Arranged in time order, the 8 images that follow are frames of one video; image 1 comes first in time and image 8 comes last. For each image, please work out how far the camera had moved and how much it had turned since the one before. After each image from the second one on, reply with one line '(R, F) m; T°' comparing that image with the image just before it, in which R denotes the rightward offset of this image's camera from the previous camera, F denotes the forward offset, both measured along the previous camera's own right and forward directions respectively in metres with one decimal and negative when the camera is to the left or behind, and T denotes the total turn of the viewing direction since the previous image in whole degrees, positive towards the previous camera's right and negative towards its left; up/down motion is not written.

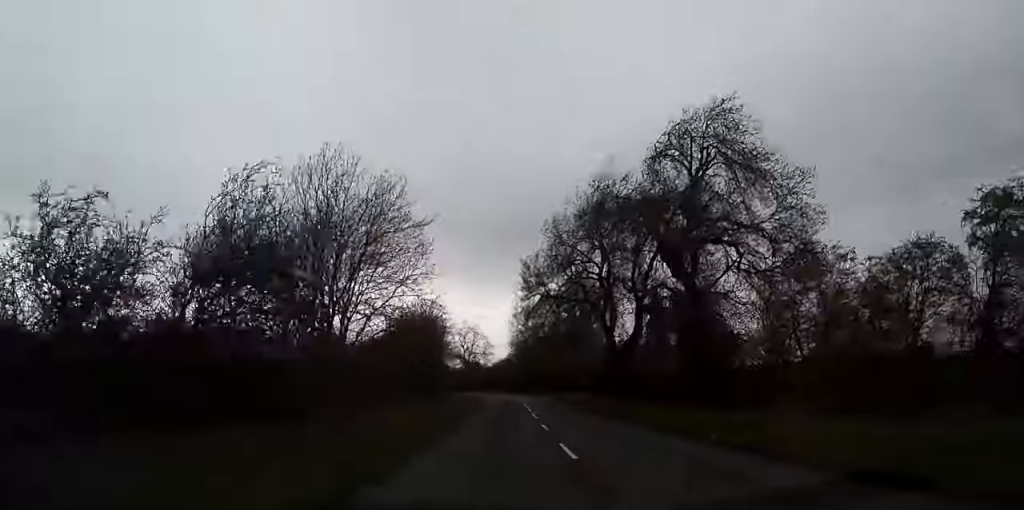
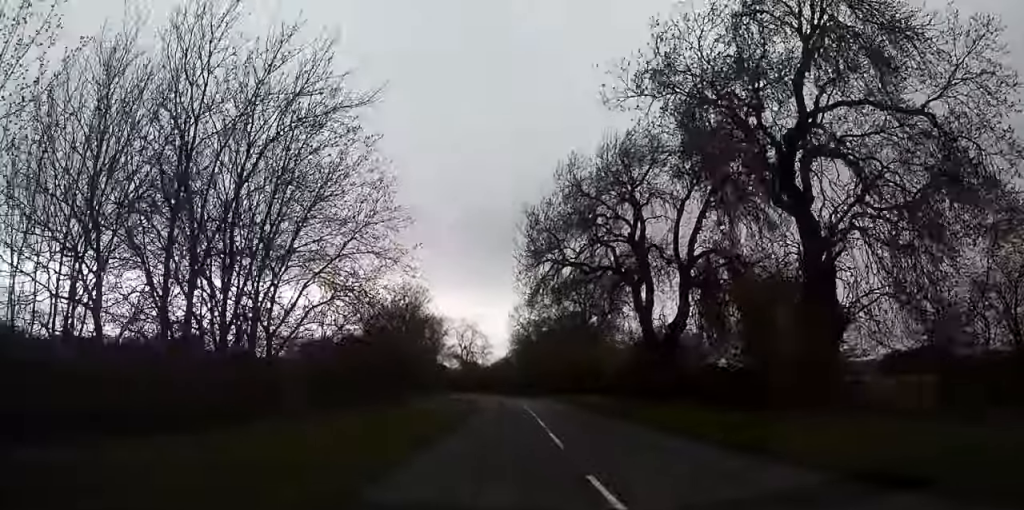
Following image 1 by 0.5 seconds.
(0.0, +14.5) m; 0°
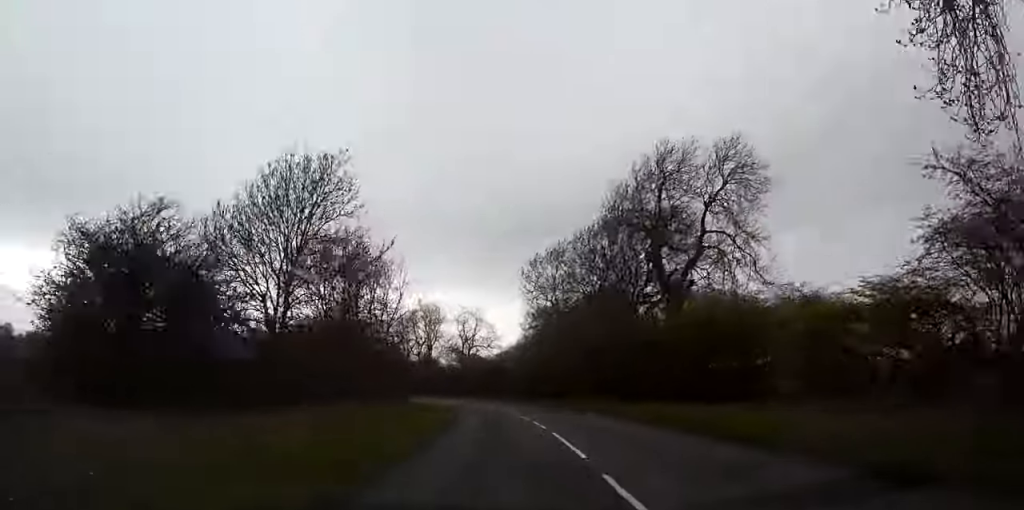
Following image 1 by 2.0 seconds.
(0.0, +39.1) m; -1°
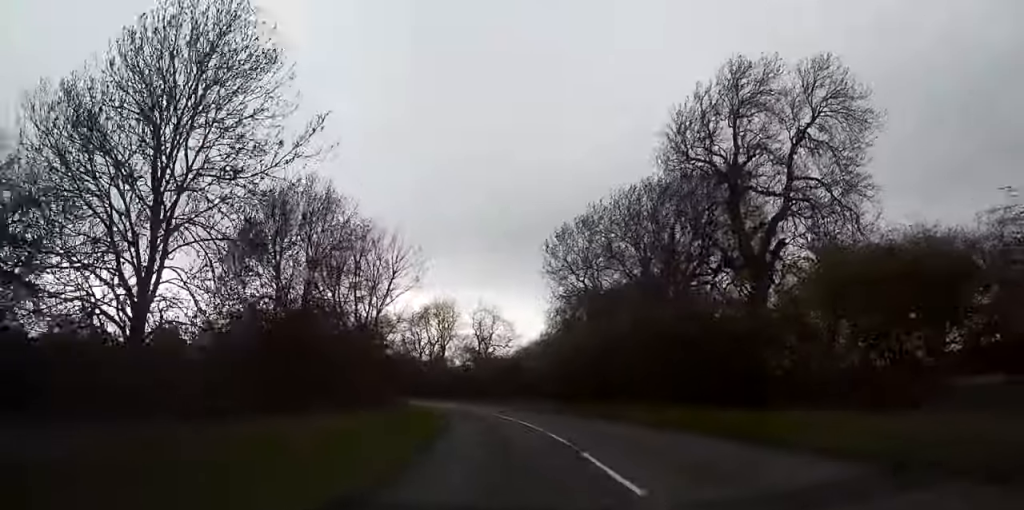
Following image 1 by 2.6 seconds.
(-0.1, +13.6) m; -1°
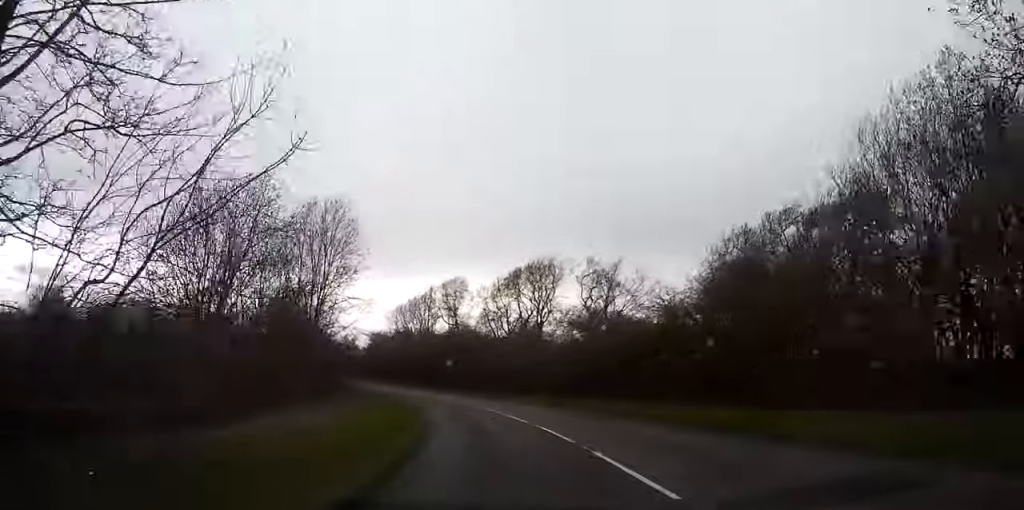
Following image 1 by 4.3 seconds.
(-2.4, +45.2) m; -8°
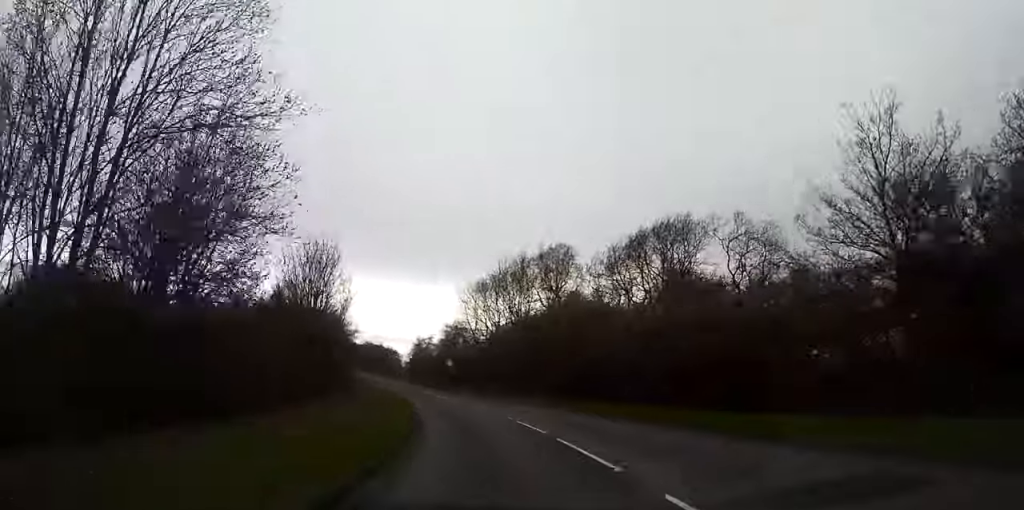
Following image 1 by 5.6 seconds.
(-2.4, +32.4) m; -8°
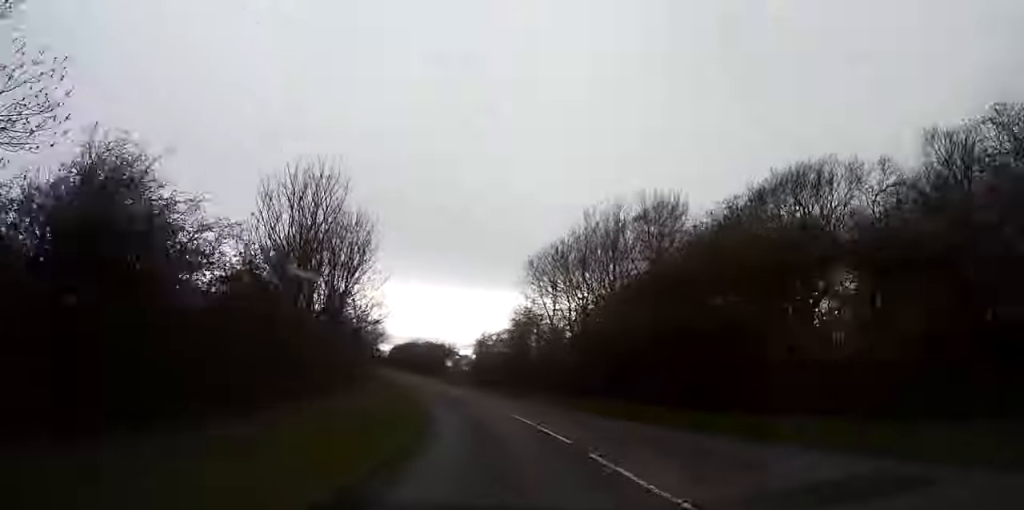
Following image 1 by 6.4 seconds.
(-1.0, +21.5) m; -7°
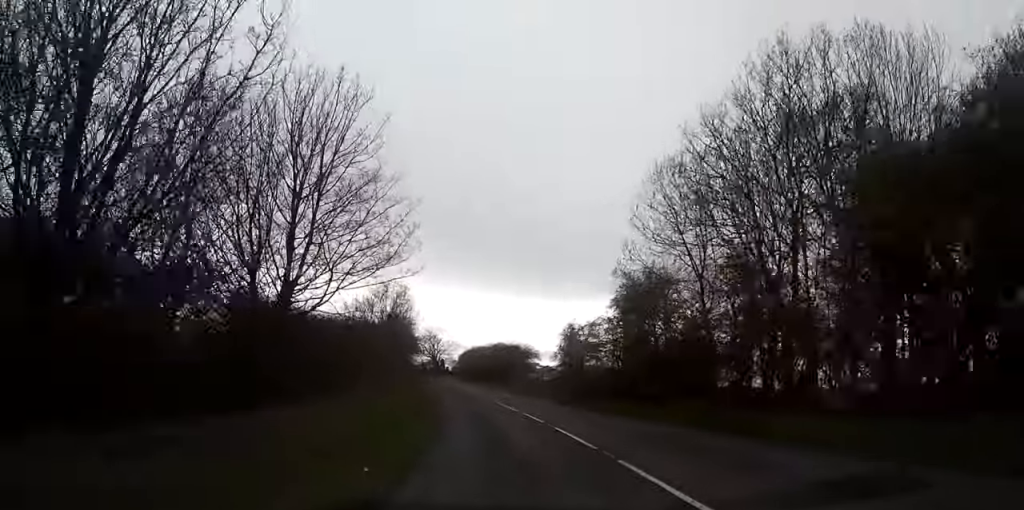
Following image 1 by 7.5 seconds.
(-2.2, +27.9) m; -7°
